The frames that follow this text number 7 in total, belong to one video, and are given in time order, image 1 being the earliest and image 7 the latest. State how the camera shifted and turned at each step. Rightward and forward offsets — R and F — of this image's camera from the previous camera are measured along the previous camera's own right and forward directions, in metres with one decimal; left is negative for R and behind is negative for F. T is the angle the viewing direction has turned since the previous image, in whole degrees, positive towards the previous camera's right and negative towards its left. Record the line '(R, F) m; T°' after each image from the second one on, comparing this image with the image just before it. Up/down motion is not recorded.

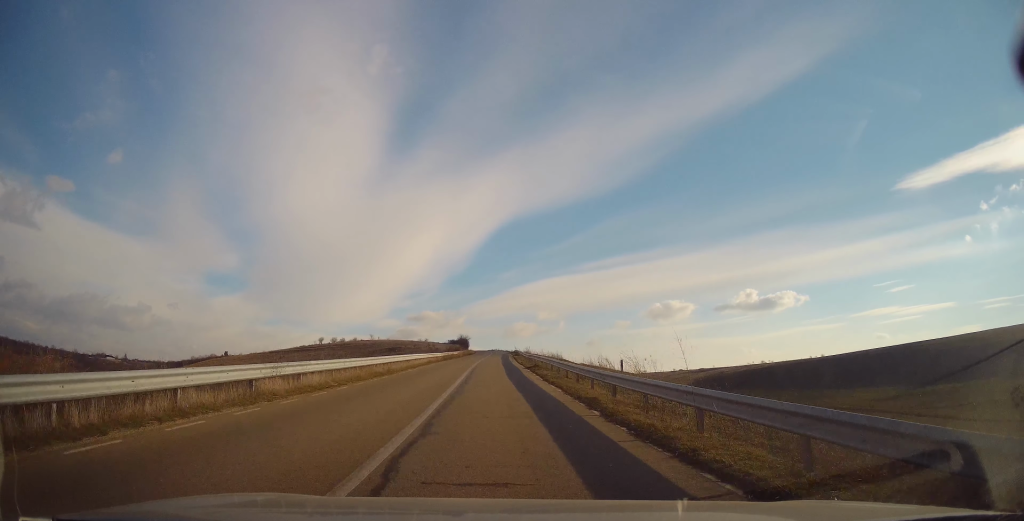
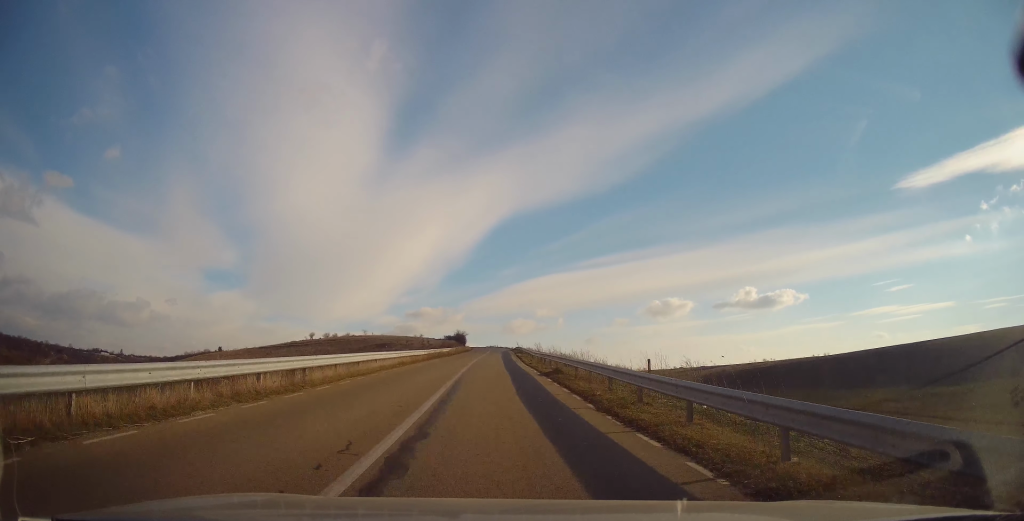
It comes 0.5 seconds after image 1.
(+0.2, +11.2) m; 0°
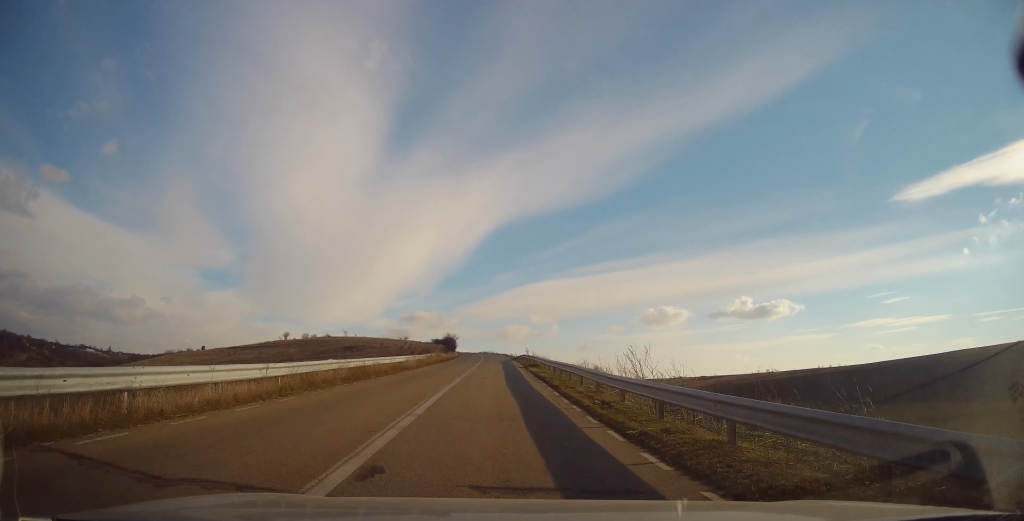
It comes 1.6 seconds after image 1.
(+0.1, +26.7) m; 0°
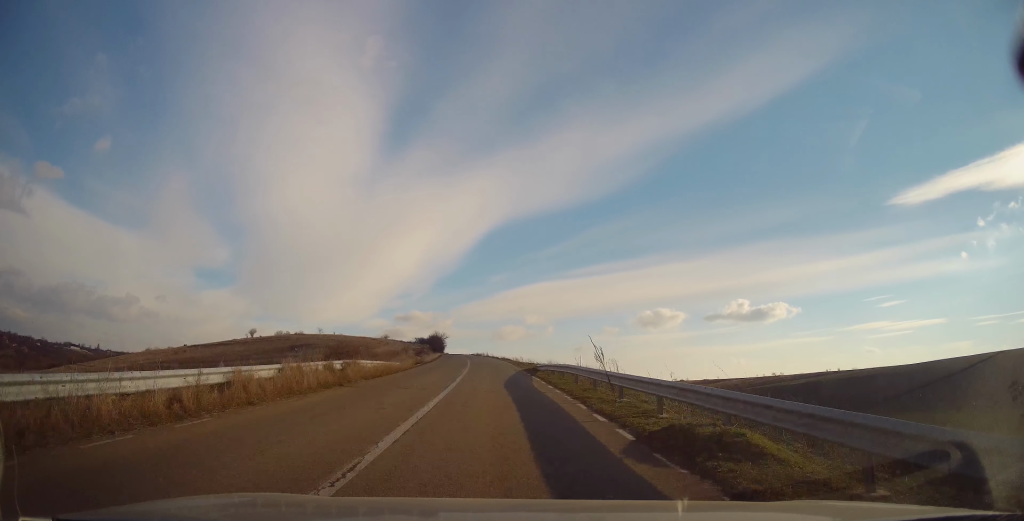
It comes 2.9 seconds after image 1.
(-0.1, +30.1) m; 0°
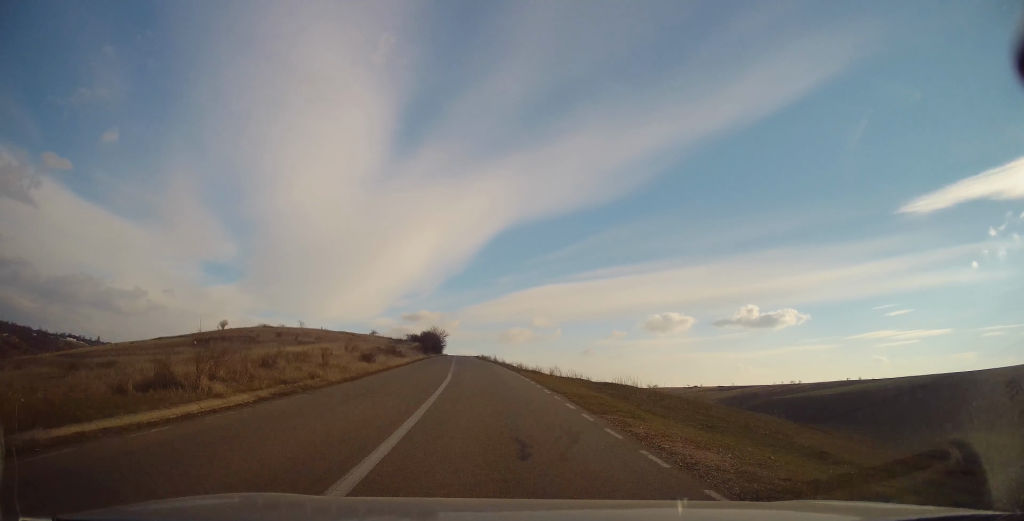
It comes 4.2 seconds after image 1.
(0.0, +29.5) m; -1°
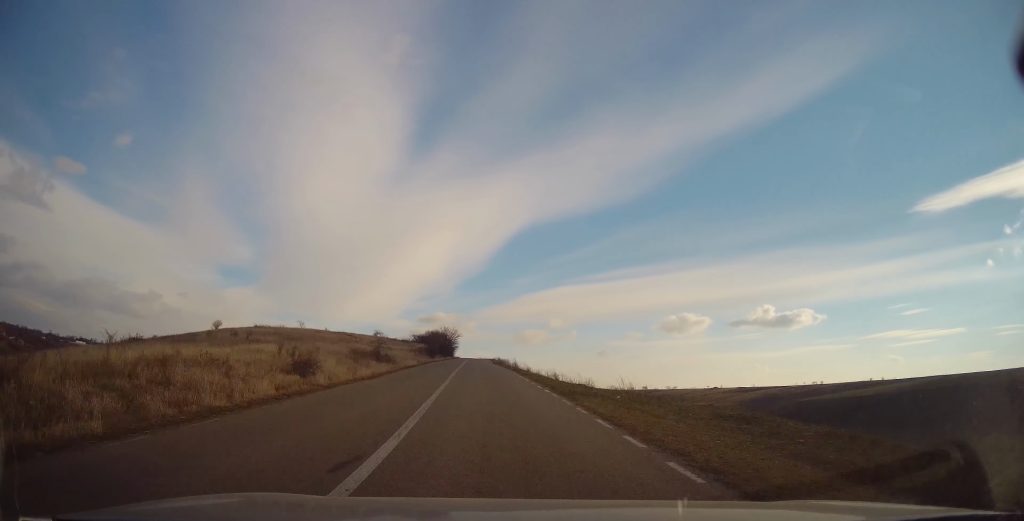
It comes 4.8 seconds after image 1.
(-0.2, +14.5) m; -2°
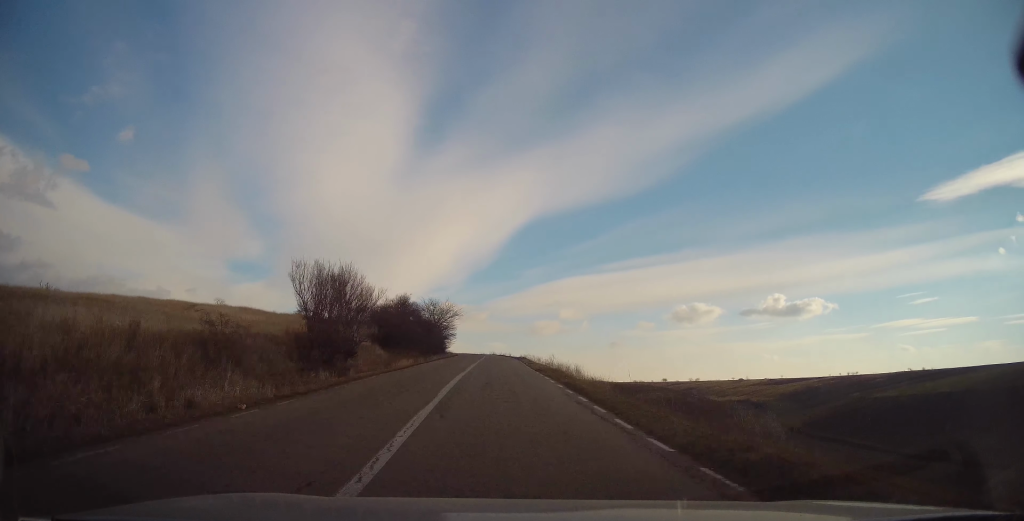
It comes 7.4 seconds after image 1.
(-1.7, +58.6) m; -1°
